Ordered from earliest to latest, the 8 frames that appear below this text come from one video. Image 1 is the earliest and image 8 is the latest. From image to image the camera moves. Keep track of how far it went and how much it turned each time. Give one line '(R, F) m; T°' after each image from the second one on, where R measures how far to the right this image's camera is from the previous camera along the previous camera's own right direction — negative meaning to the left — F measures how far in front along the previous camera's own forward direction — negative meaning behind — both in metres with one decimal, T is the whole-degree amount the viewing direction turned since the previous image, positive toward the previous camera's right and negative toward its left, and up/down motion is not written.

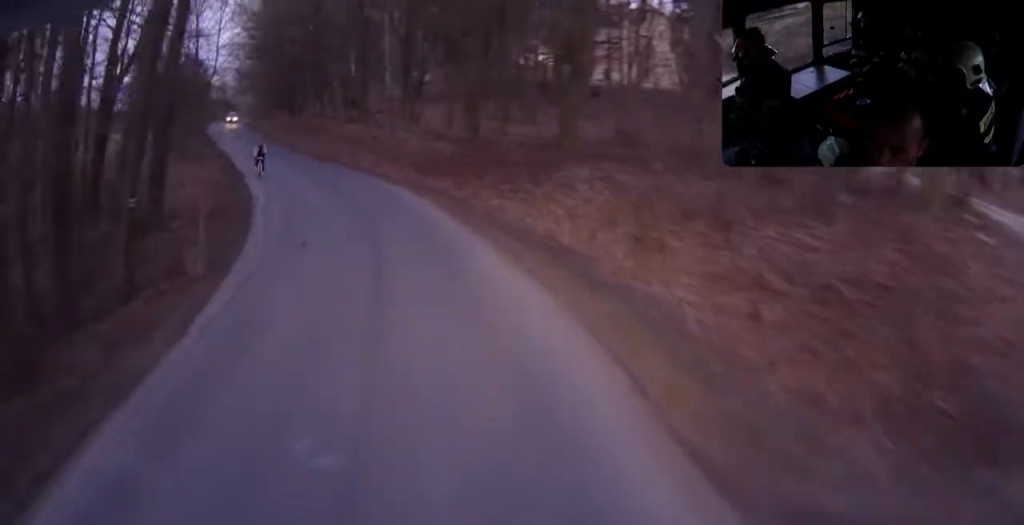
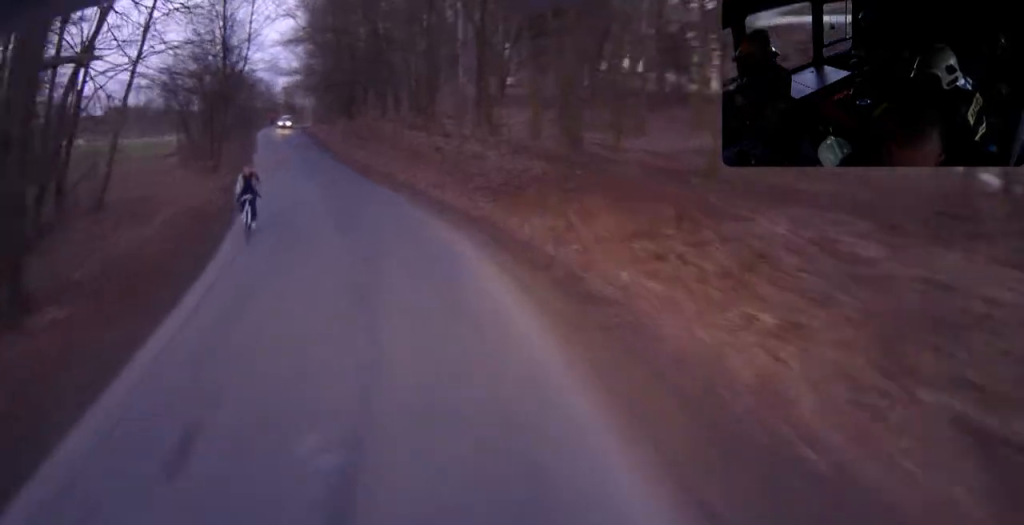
(-1.5, +10.7) m; -11°
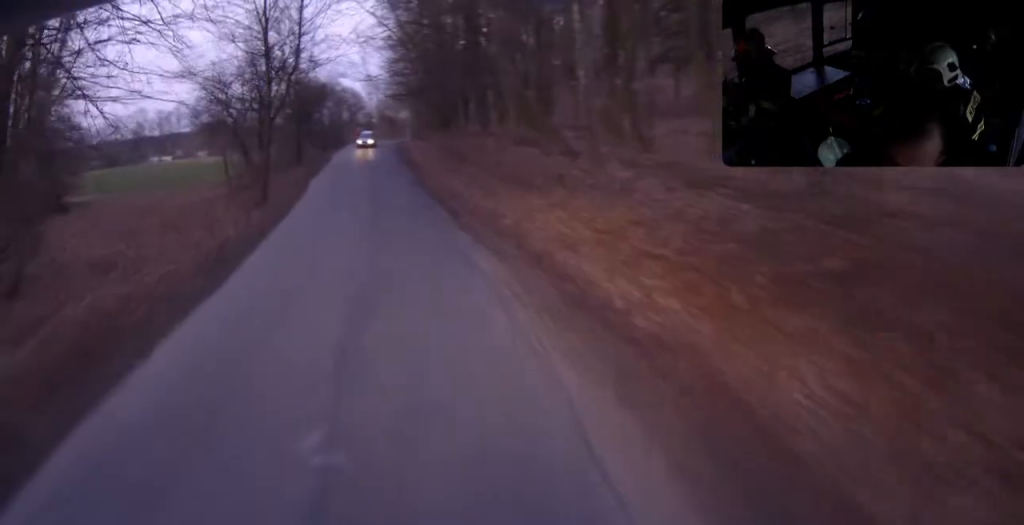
(-0.5, +11.0) m; -4°
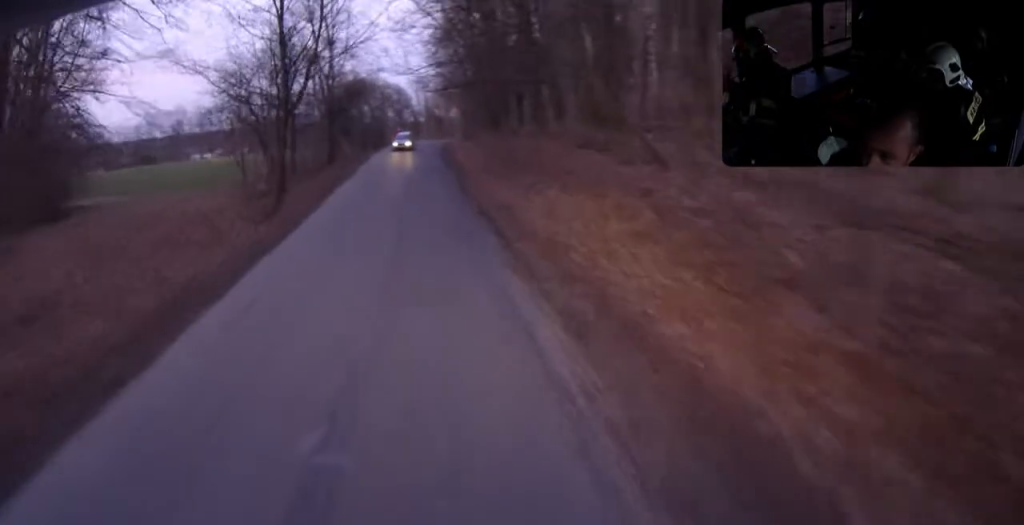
(-0.2, +5.7) m; -3°
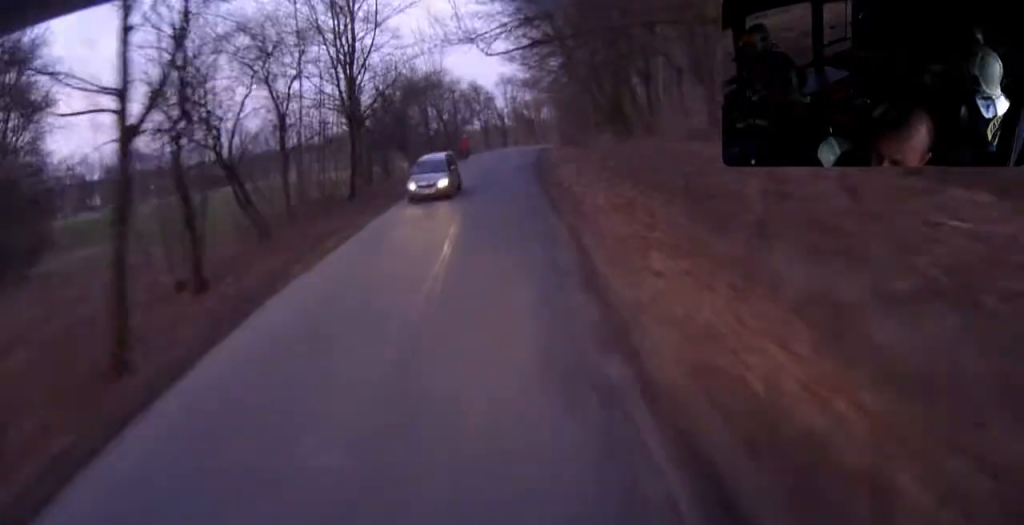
(-1.6, +18.6) m; -7°
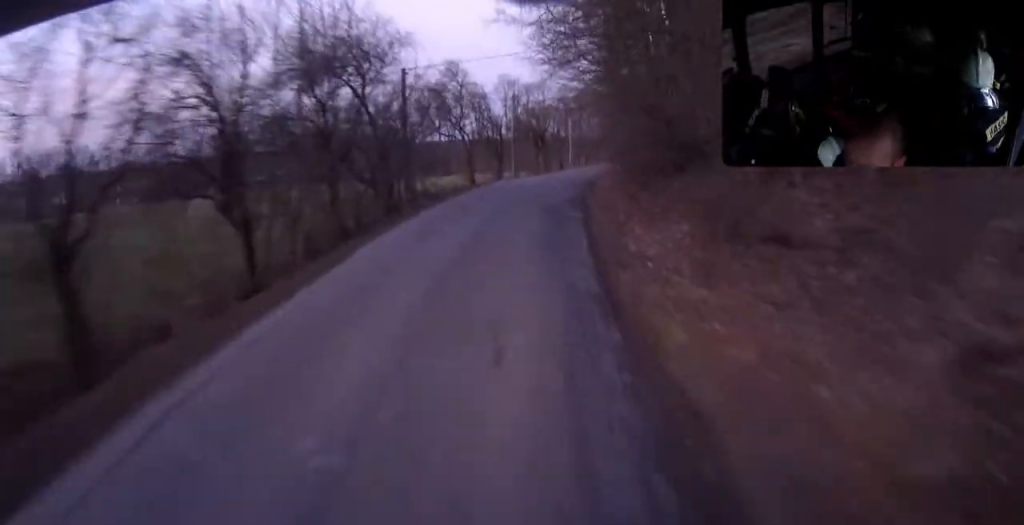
(+1.2, +34.9) m; +5°
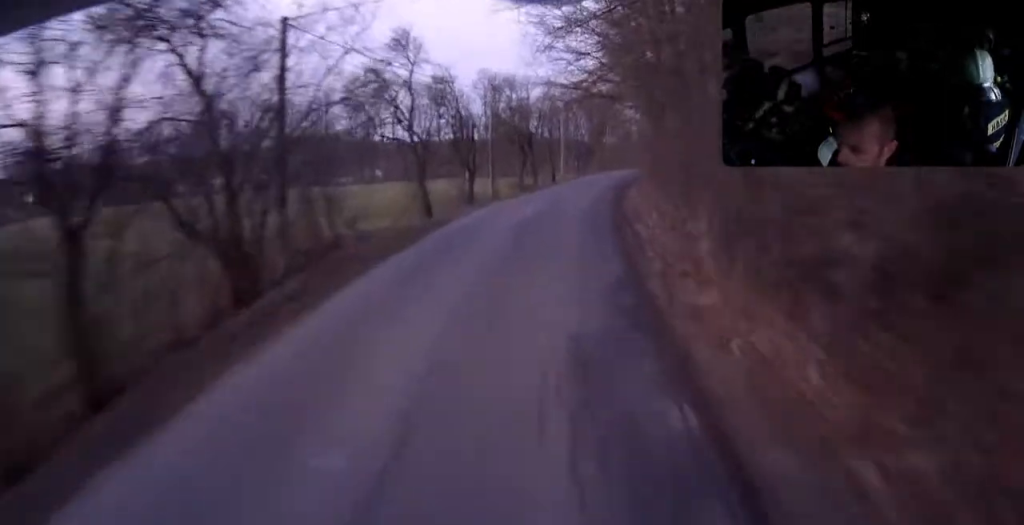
(+0.3, +17.5) m; +3°
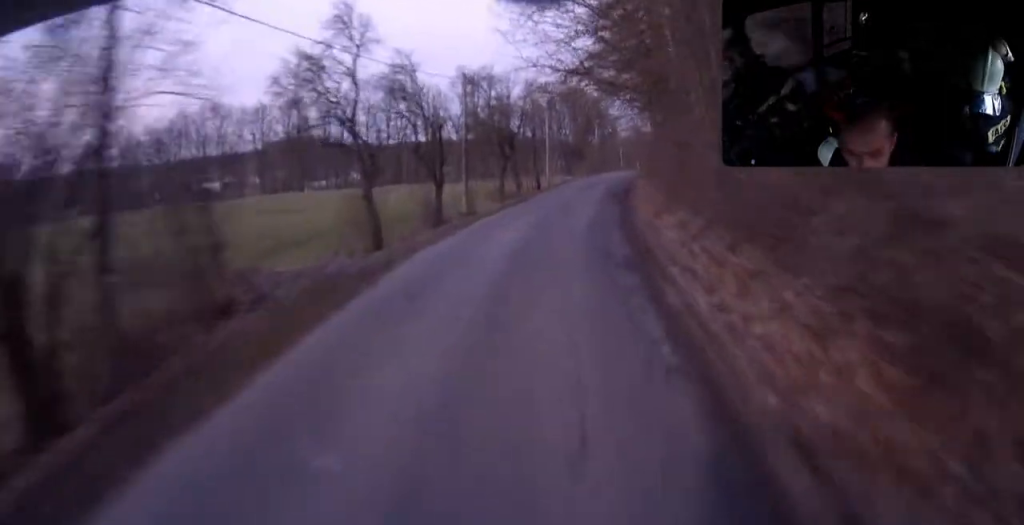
(+0.3, +8.4) m; +1°
